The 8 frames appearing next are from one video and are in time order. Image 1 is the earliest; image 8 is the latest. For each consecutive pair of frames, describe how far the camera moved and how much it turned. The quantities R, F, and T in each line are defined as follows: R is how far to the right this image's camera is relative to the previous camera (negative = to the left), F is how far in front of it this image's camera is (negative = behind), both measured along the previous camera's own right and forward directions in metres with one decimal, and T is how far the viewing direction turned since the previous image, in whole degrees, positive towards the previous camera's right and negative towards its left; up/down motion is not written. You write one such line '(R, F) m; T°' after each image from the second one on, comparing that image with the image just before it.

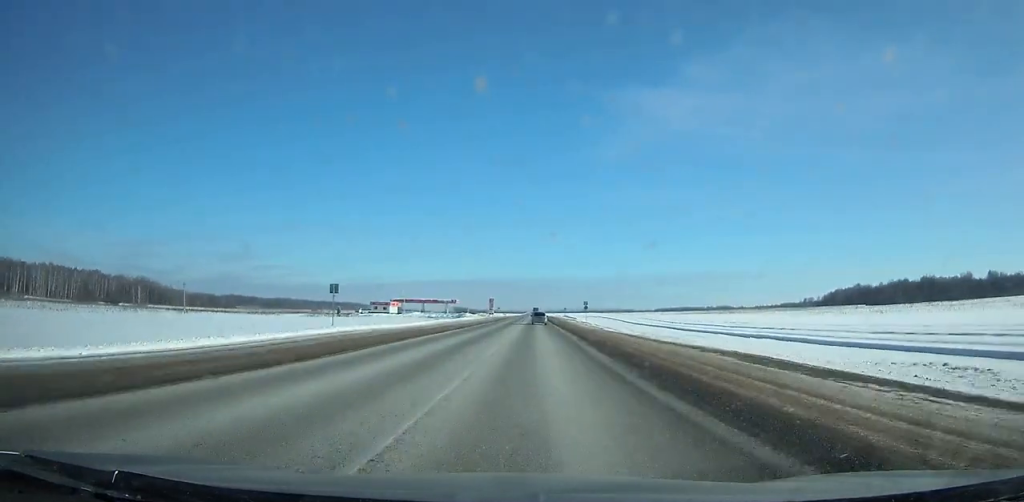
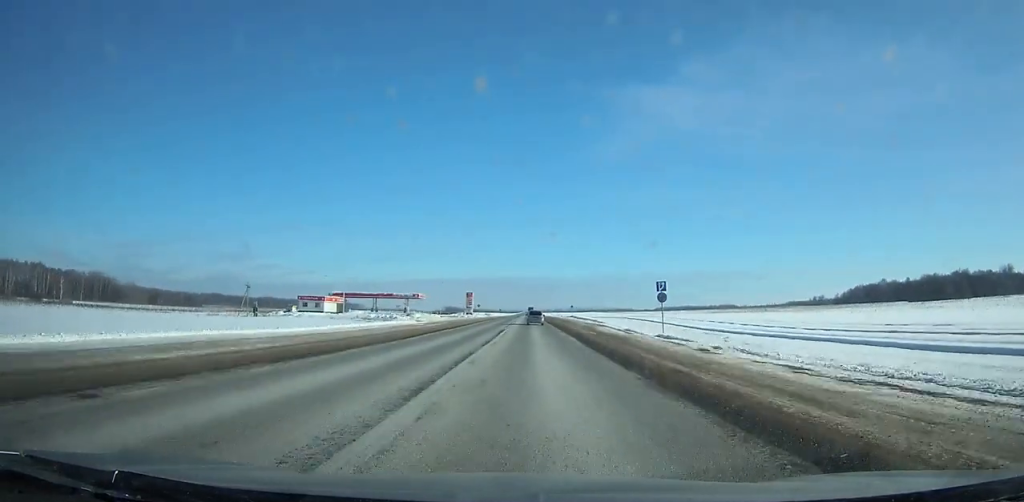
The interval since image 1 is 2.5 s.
(-0.2, +63.1) m; 0°
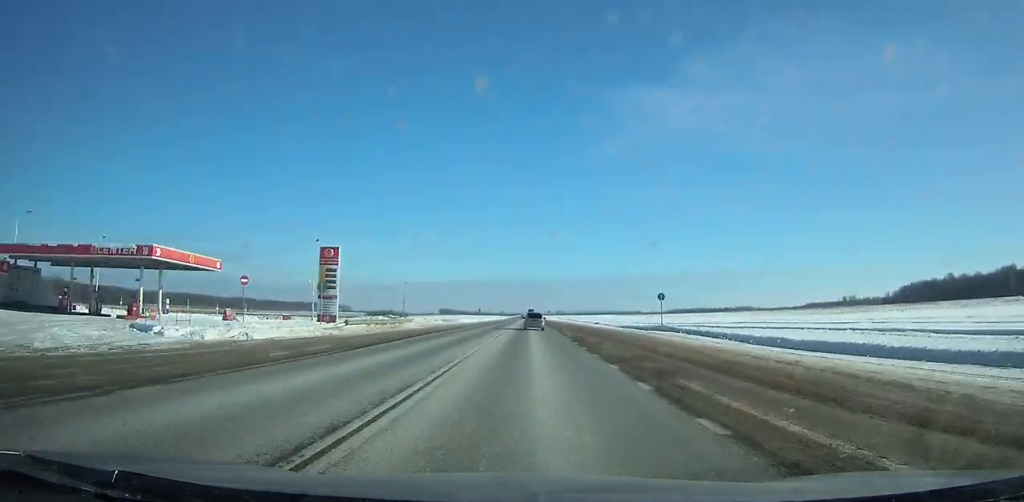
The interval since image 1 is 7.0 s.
(-0.3, +110.9) m; 0°
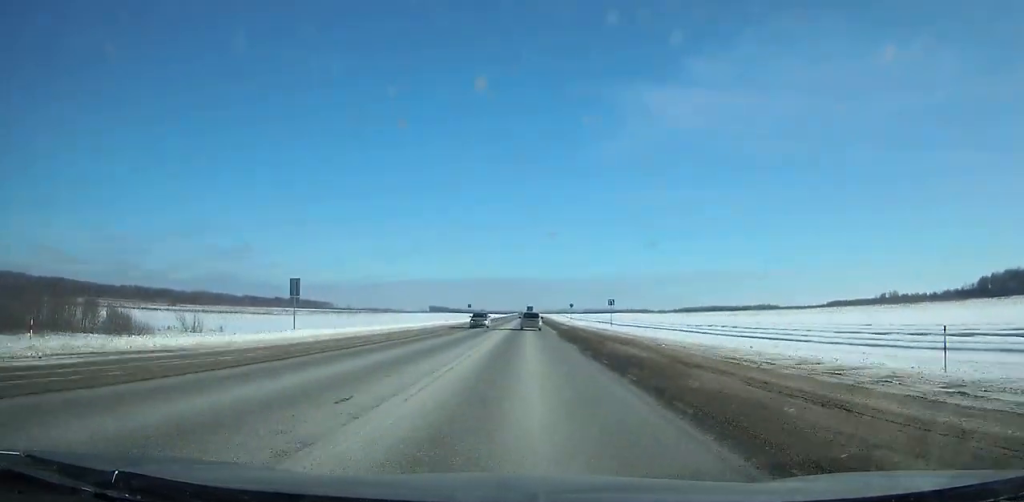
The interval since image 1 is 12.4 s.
(+0.2, +127.5) m; 0°
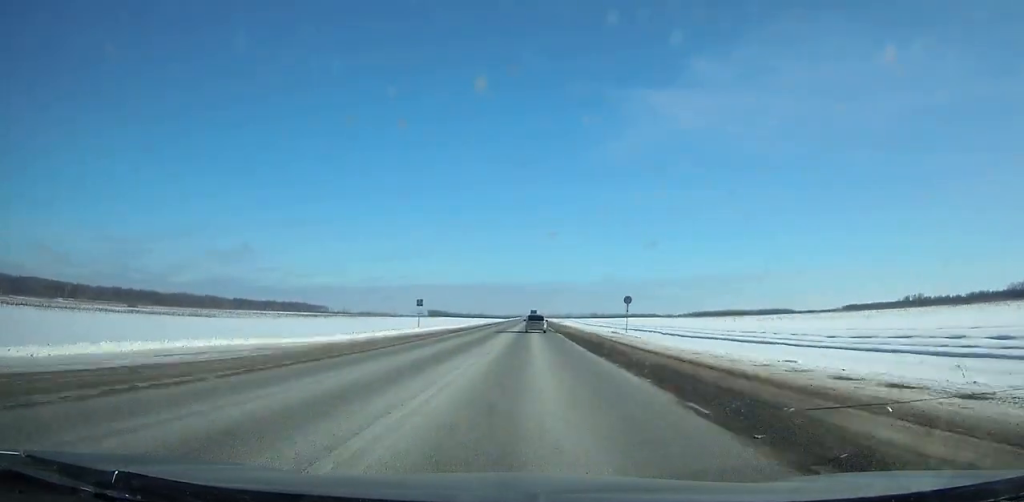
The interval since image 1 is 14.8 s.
(0.0, +55.4) m; 0°
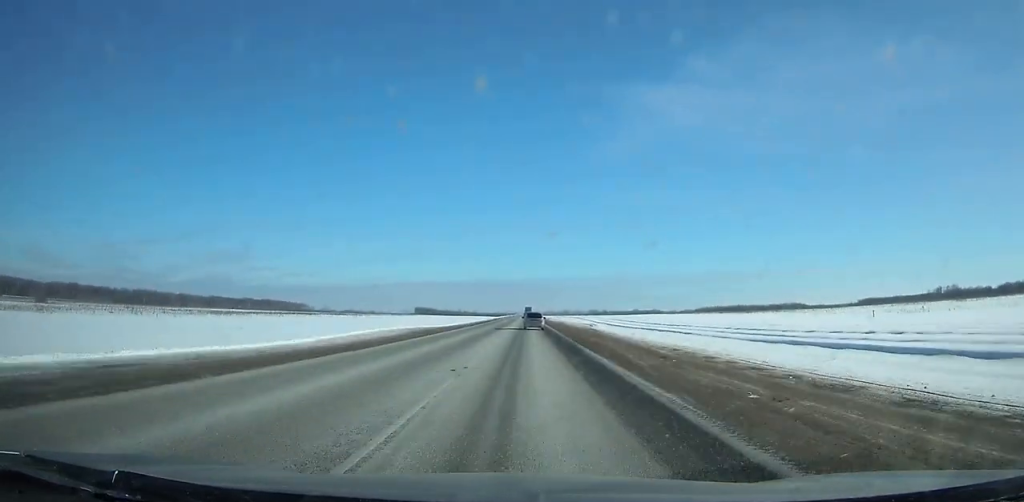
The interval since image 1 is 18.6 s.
(+0.1, +87.2) m; 0°
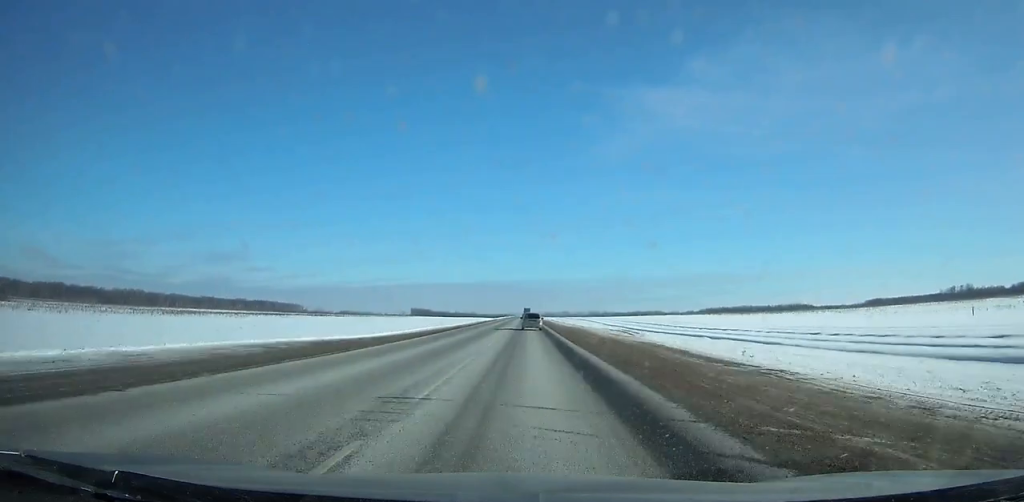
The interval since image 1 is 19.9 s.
(0.0, +29.8) m; 0°
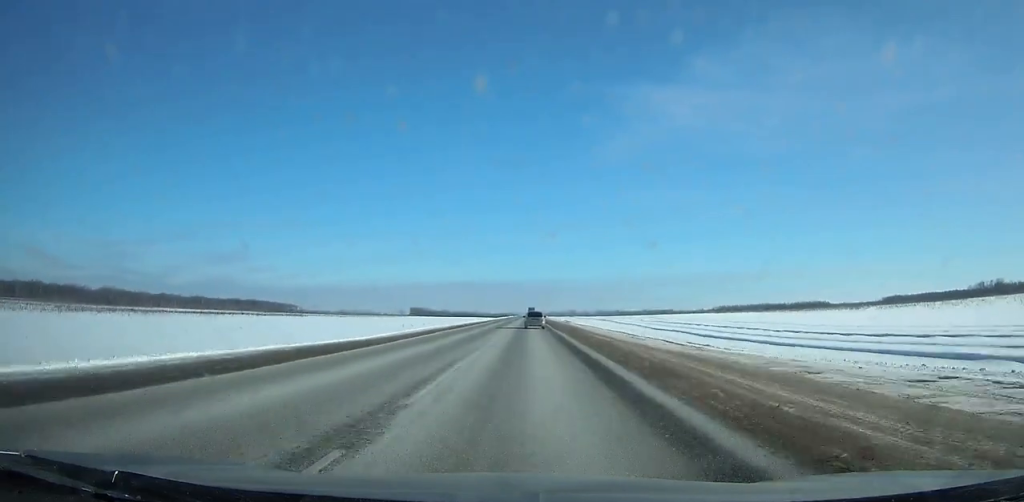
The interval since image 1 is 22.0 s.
(0.0, +48.3) m; 0°
